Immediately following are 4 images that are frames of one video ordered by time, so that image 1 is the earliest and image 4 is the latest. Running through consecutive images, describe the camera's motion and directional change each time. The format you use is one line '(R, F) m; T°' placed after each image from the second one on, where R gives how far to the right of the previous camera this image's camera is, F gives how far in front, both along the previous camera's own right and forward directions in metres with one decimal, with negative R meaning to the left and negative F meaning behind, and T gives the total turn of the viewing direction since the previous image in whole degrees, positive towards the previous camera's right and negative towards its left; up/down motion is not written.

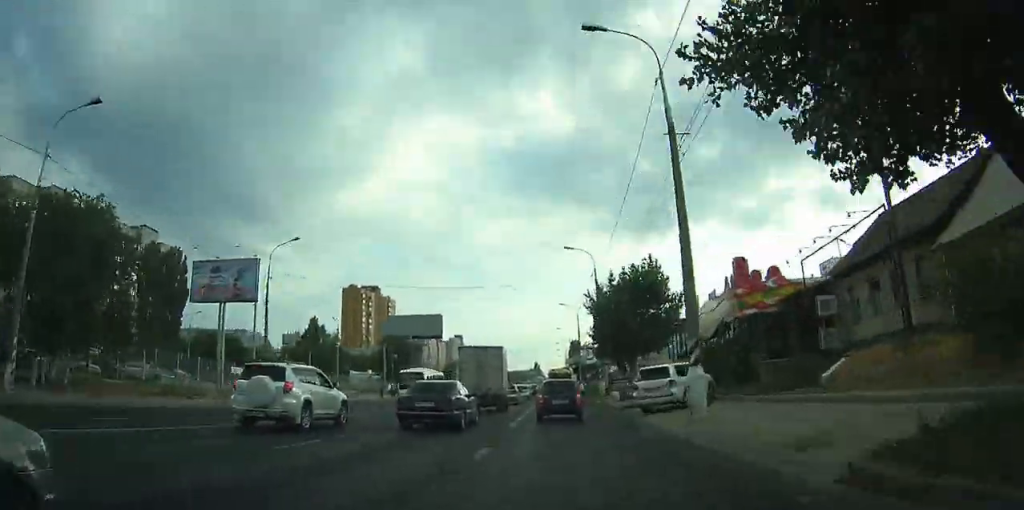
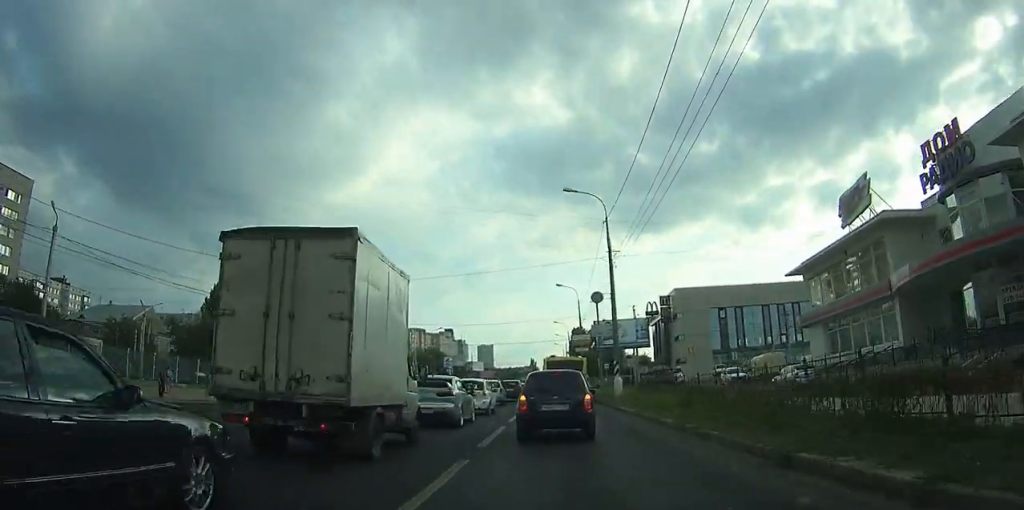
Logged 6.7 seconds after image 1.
(-0.3, +41.2) m; -1°
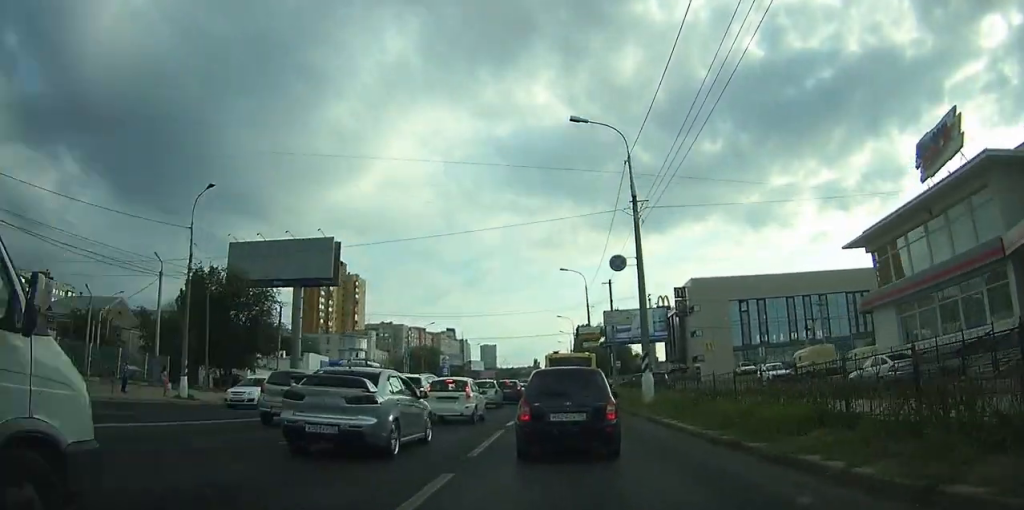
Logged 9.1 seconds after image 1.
(-0.2, +9.8) m; -1°
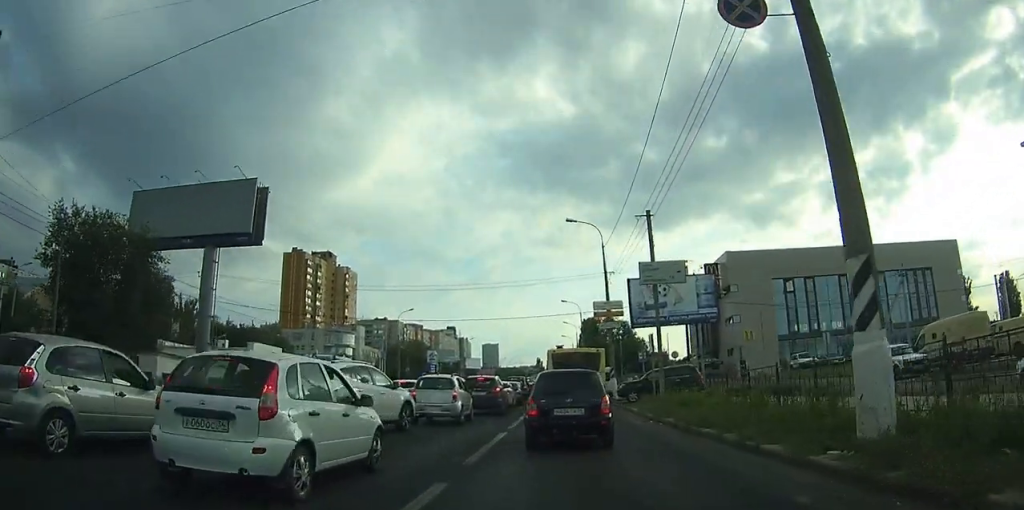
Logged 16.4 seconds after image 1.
(+0.2, +18.8) m; -2°
